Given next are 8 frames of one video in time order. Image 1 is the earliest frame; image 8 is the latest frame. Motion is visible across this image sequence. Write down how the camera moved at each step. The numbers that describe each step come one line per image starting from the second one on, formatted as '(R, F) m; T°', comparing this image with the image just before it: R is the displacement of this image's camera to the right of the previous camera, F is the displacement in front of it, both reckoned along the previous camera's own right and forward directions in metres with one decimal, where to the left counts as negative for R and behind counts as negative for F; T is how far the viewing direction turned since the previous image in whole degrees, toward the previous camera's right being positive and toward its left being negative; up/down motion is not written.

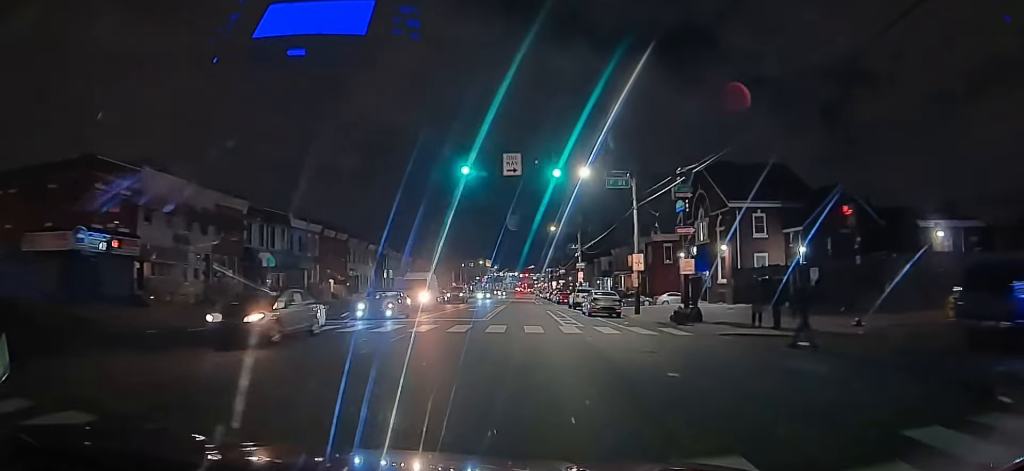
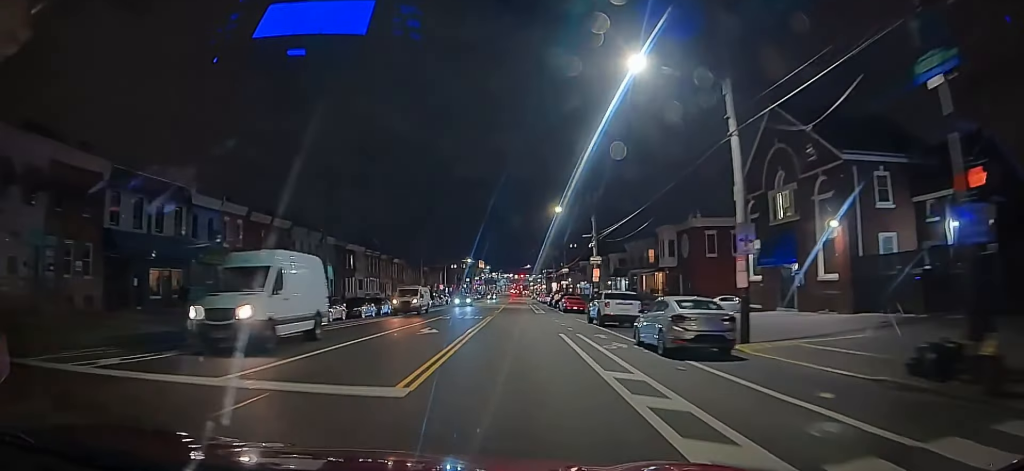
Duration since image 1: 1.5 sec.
(-0.1, +17.0) m; +1°
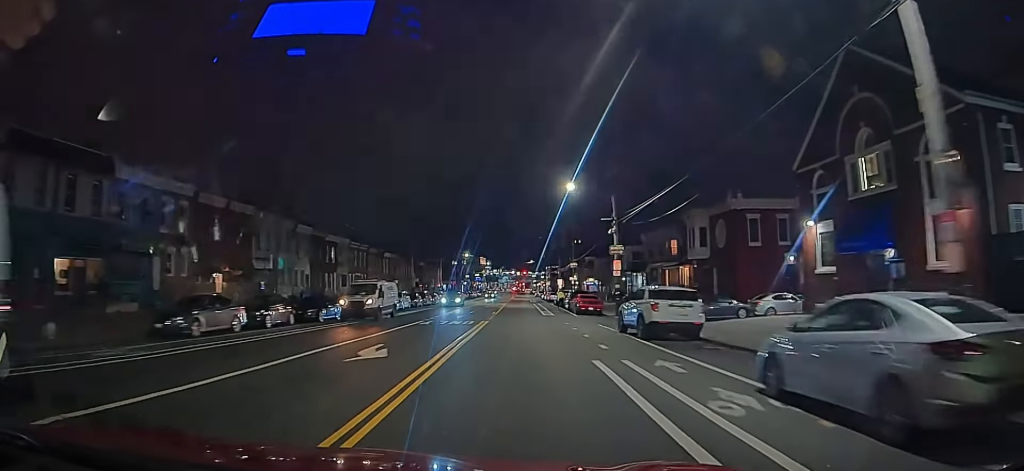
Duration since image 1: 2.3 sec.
(+0.1, +8.8) m; +1°
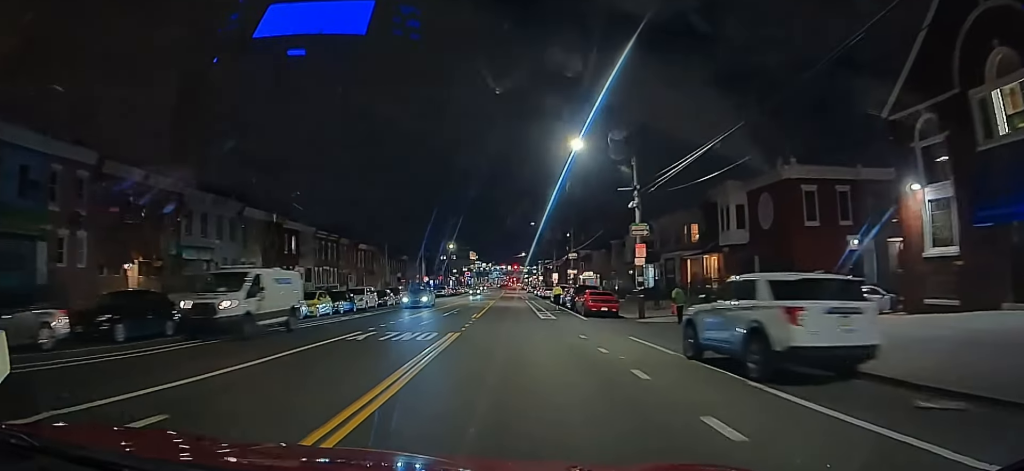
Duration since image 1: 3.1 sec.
(+0.1, +9.0) m; -1°
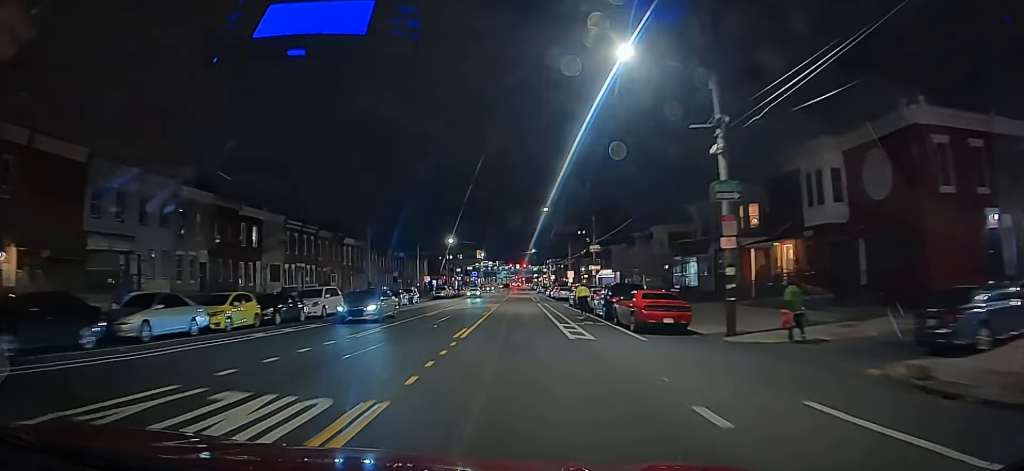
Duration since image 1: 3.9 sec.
(-0.2, +10.1) m; 0°
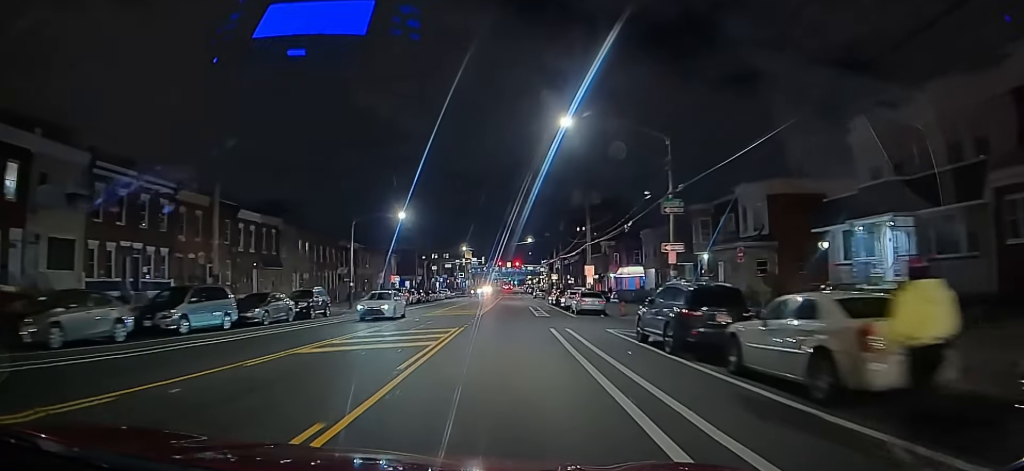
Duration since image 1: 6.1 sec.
(-0.3, +25.0) m; -1°
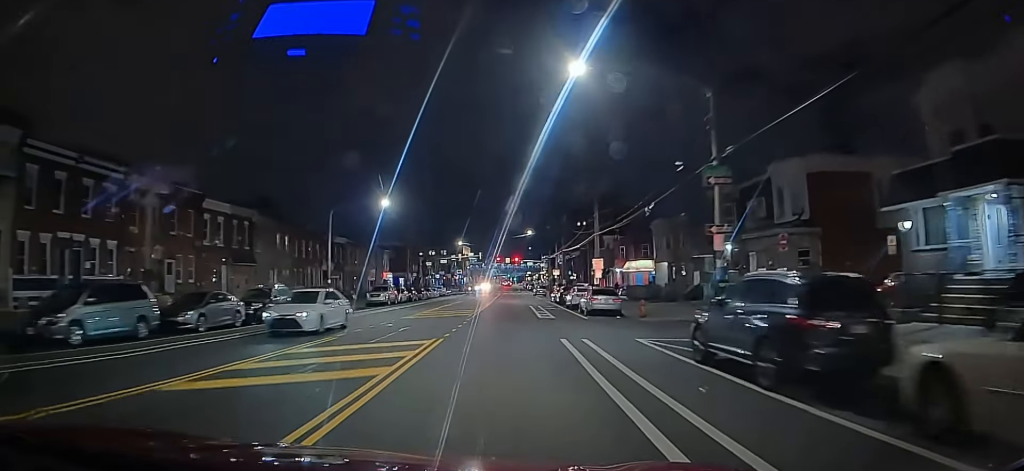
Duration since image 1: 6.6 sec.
(+0.1, +5.3) m; 0°
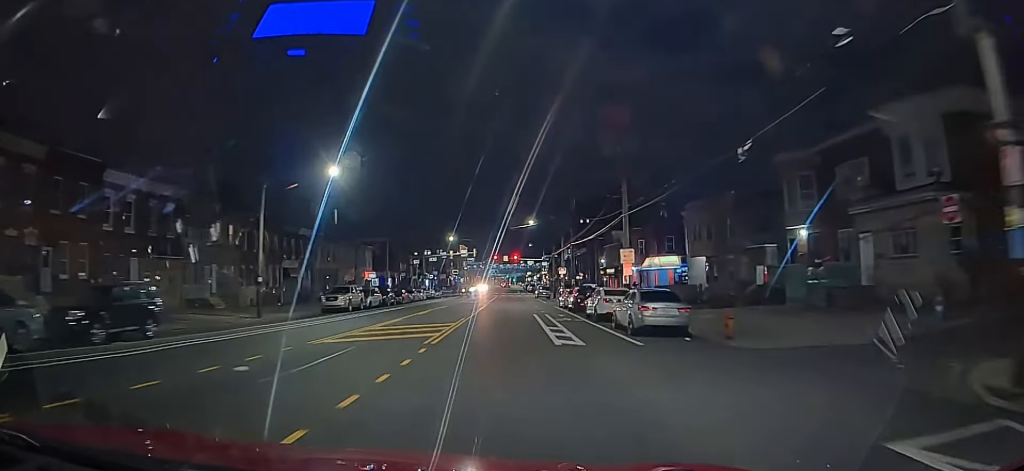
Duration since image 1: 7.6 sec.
(+0.1, +11.5) m; +1°
